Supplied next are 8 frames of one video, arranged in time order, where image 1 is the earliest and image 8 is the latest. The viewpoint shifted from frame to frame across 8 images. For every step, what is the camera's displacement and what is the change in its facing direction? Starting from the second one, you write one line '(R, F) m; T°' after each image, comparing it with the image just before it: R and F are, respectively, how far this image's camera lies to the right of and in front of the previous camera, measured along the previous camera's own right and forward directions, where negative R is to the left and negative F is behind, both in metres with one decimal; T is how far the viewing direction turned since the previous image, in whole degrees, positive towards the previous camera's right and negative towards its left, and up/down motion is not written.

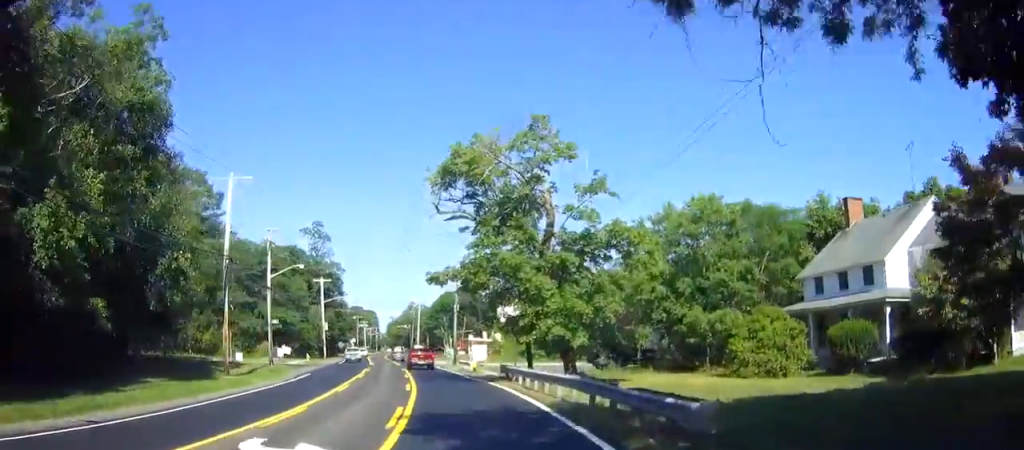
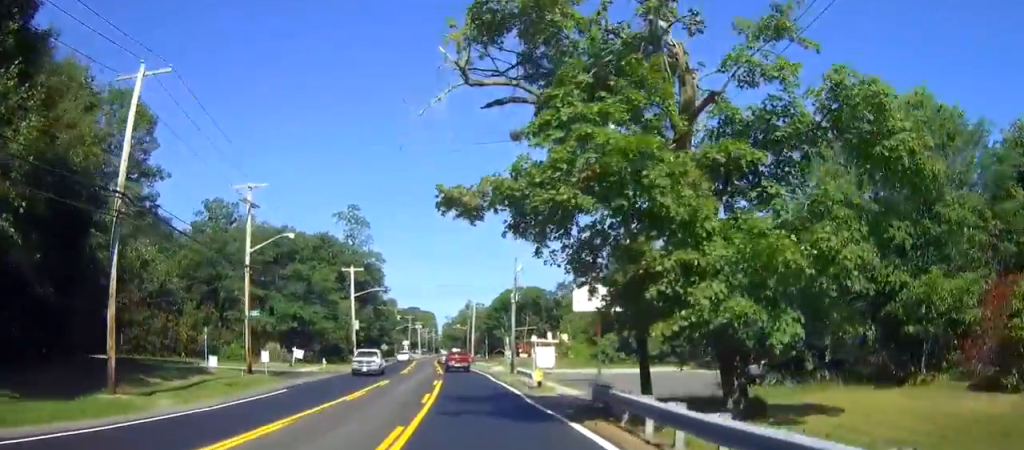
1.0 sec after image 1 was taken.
(-1.3, +16.1) m; -5°
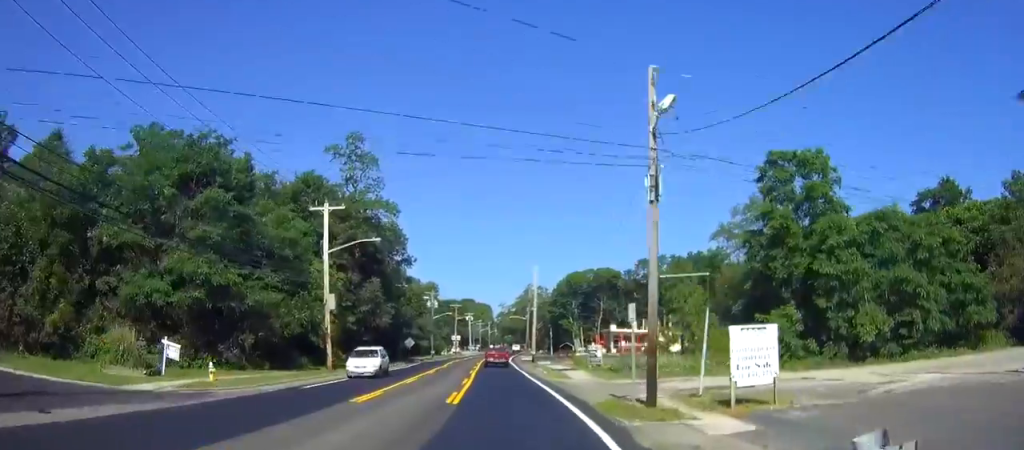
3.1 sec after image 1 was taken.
(0.0, +32.4) m; -1°
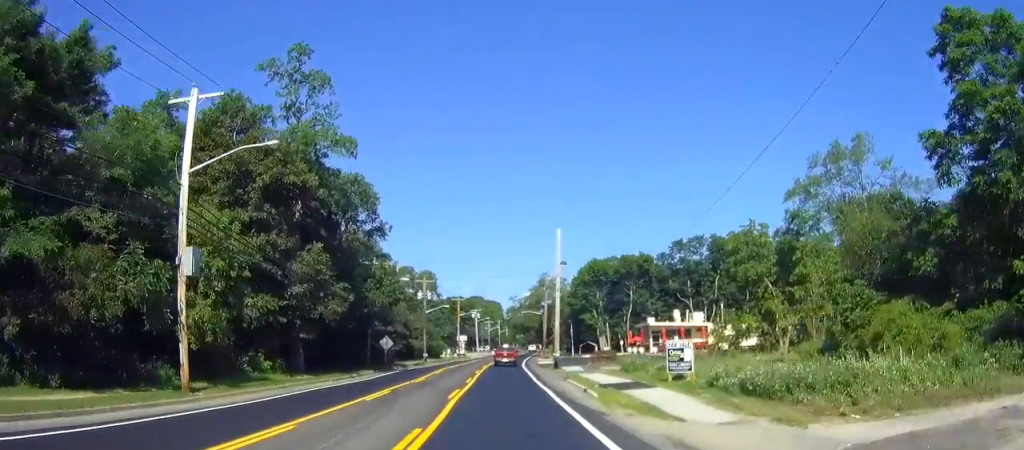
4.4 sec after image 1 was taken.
(-0.6, +21.7) m; -3°
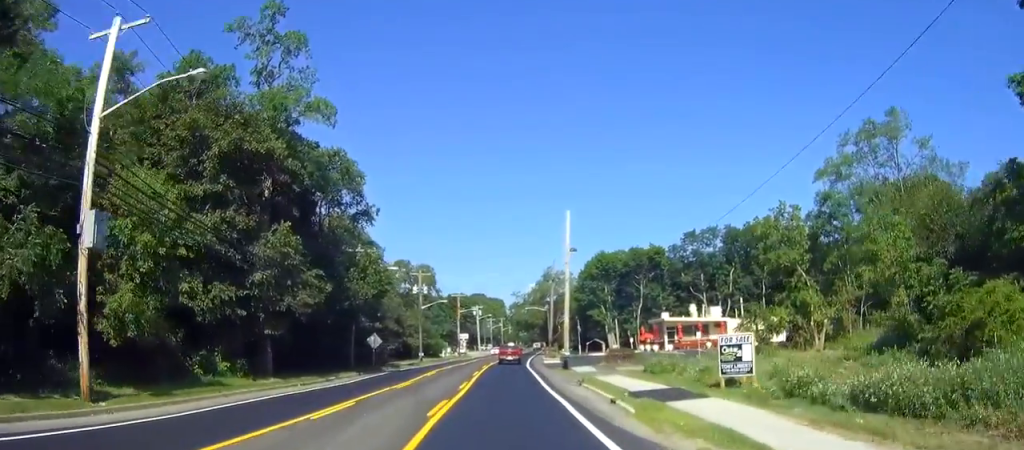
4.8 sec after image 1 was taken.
(-0.1, +6.6) m; 0°
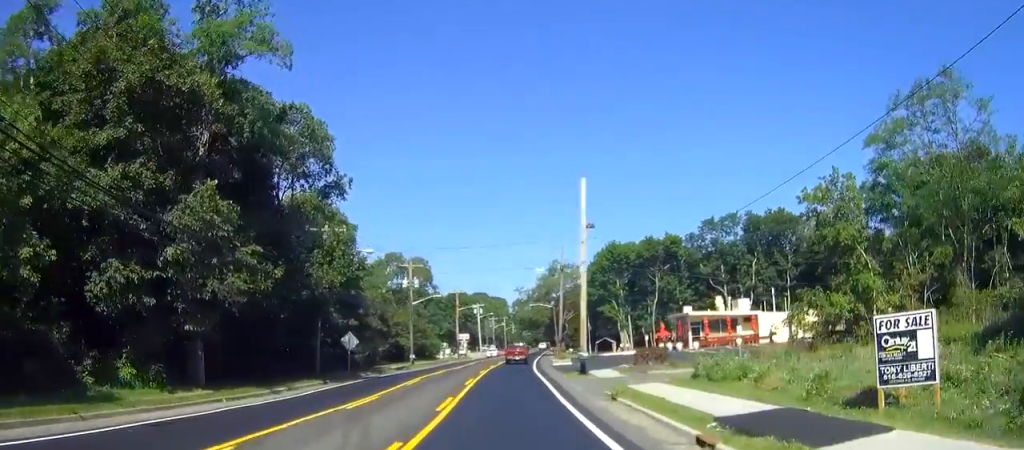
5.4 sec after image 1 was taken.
(0.0, +9.5) m; 0°
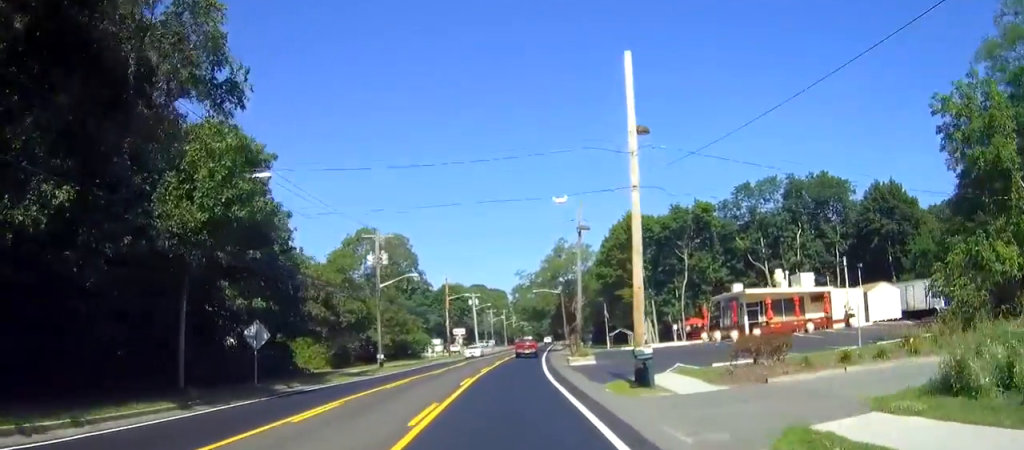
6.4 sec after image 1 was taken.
(0.0, +16.8) m; 0°
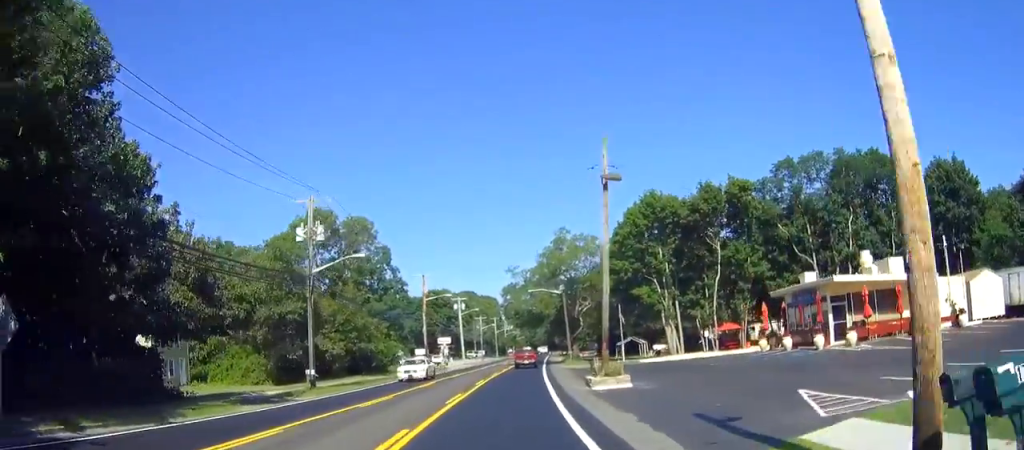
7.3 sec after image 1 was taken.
(0.0, +15.9) m; 0°
